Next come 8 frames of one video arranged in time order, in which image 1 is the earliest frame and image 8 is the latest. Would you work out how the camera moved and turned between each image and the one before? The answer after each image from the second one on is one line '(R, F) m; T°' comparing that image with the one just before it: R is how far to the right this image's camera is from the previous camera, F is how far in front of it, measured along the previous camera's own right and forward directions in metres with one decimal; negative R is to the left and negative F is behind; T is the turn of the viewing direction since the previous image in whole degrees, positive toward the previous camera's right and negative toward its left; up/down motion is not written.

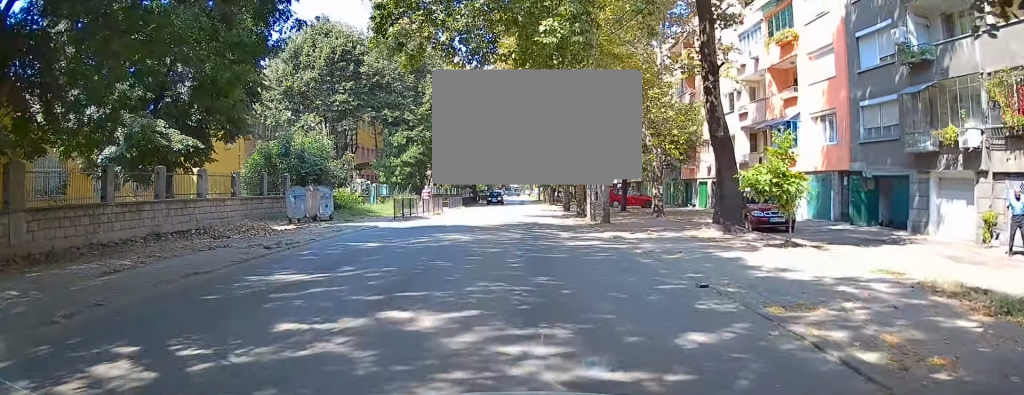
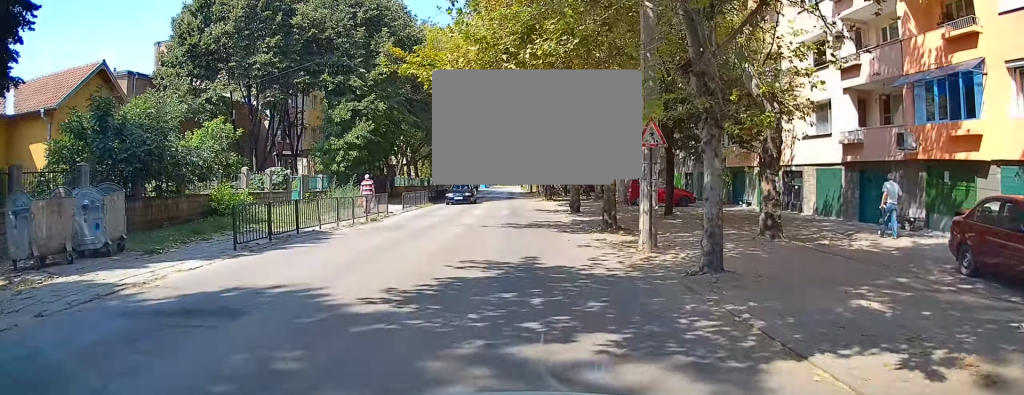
(-0.3, +15.0) m; -1°
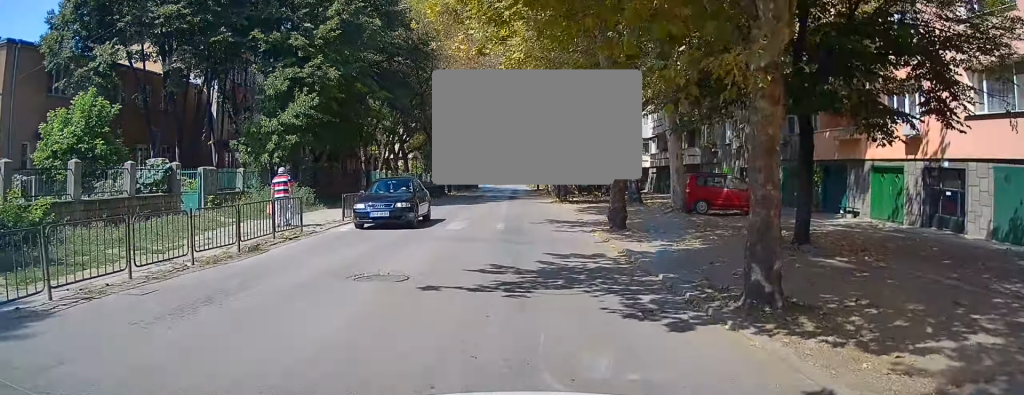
(+0.1, +11.6) m; +1°
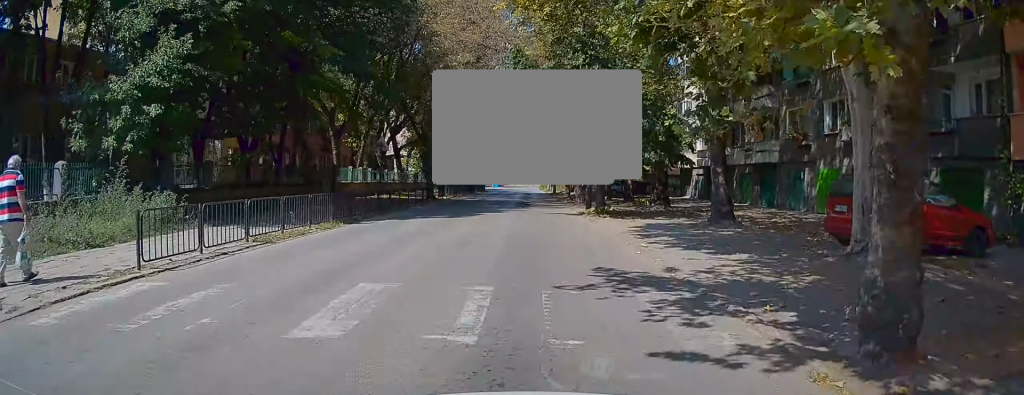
(0.0, +11.8) m; 0°
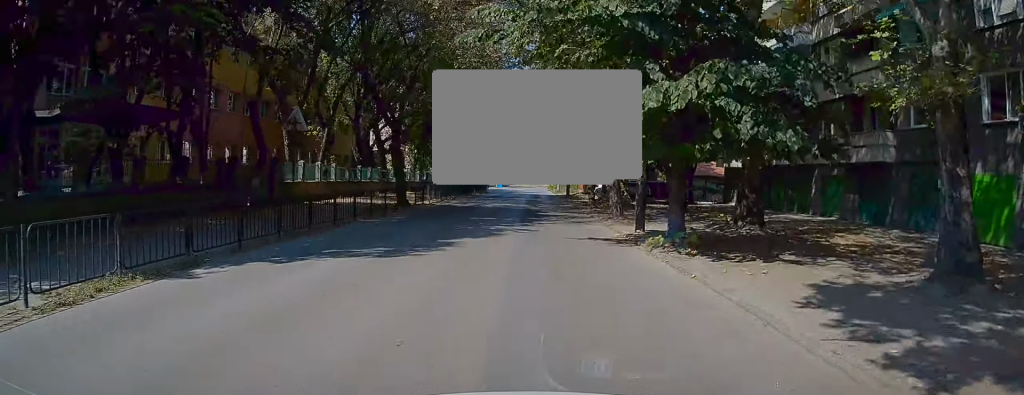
(0.0, +10.1) m; 0°
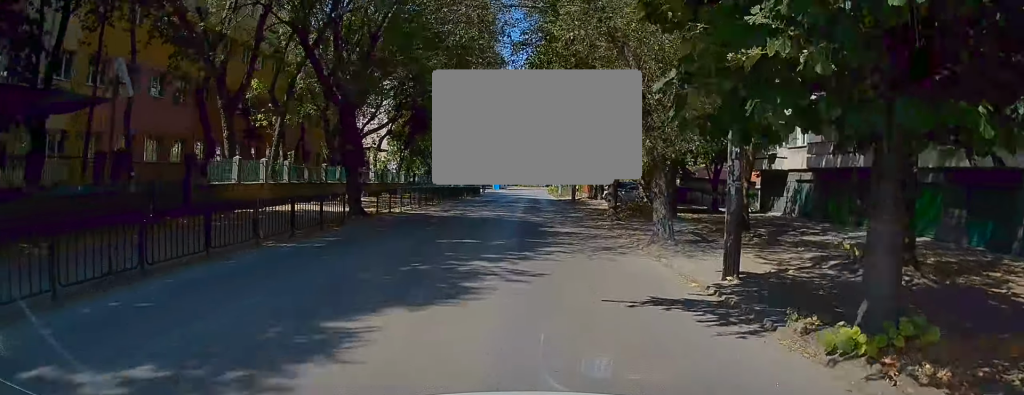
(0.0, +7.0) m; 0°
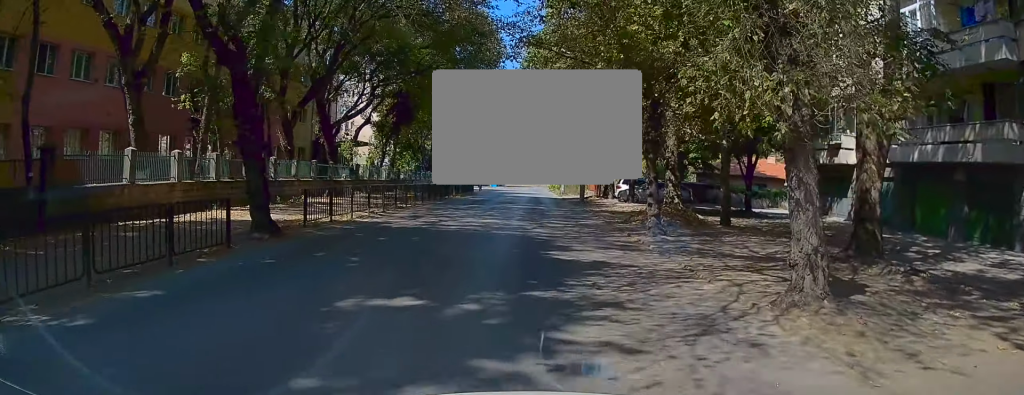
(0.0, +7.0) m; -1°
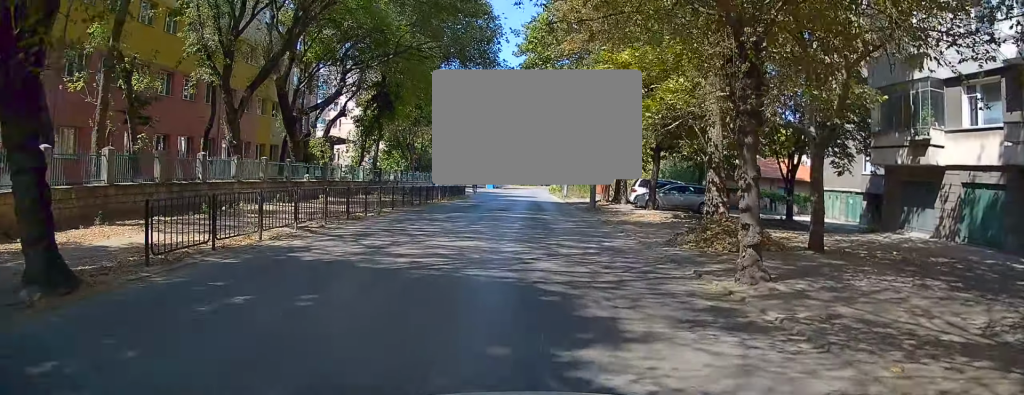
(+0.1, +6.3) m; -2°
